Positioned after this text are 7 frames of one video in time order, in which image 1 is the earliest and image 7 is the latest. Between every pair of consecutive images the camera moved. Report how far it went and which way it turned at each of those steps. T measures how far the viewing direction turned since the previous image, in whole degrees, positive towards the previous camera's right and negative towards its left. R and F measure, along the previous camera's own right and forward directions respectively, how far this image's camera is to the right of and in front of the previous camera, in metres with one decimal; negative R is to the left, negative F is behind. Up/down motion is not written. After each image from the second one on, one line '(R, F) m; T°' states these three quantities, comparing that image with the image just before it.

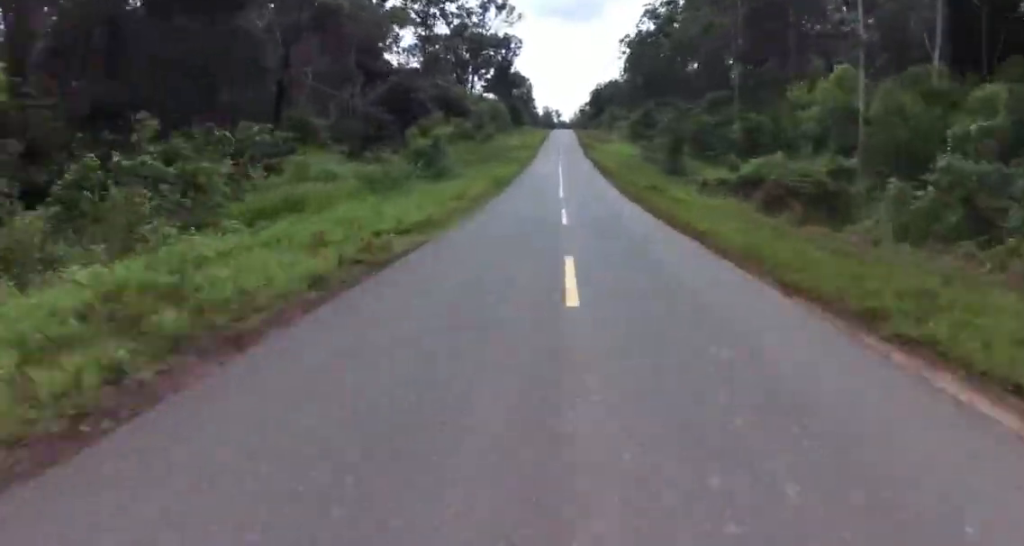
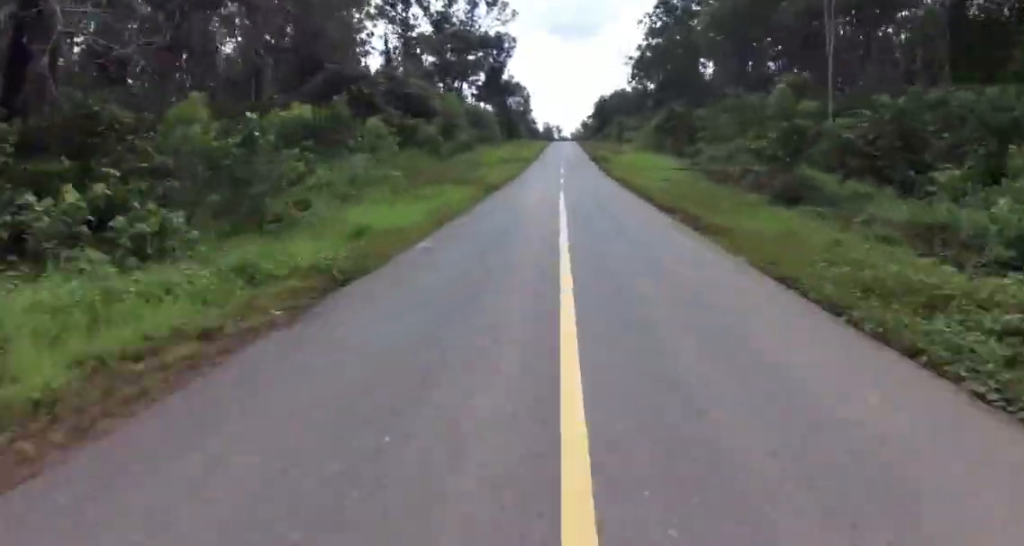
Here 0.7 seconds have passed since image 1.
(-1.4, +20.4) m; 0°
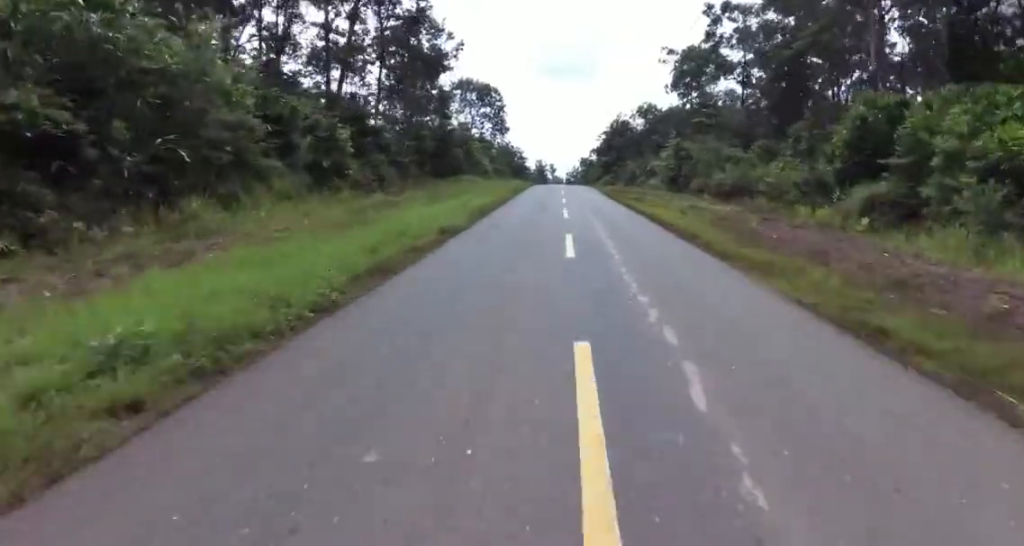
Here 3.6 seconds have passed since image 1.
(+5.6, +73.8) m; +4°
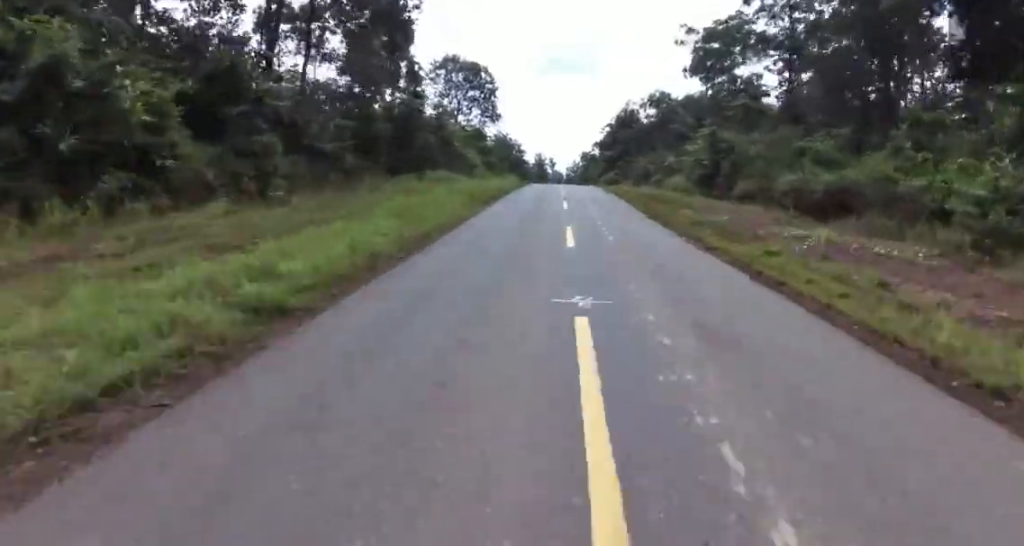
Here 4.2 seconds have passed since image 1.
(0.0, +14.6) m; 0°
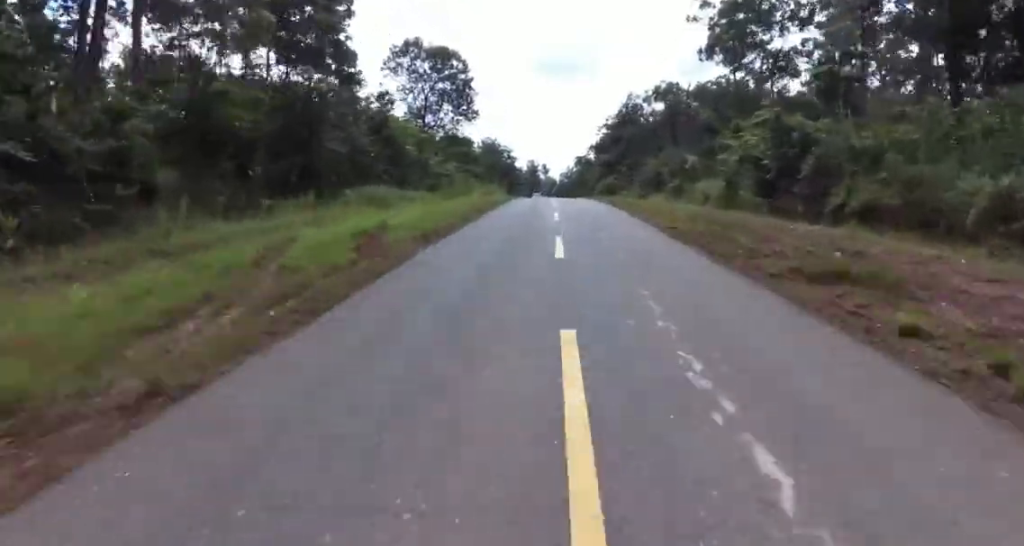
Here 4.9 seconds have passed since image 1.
(0.0, +17.6) m; +1°
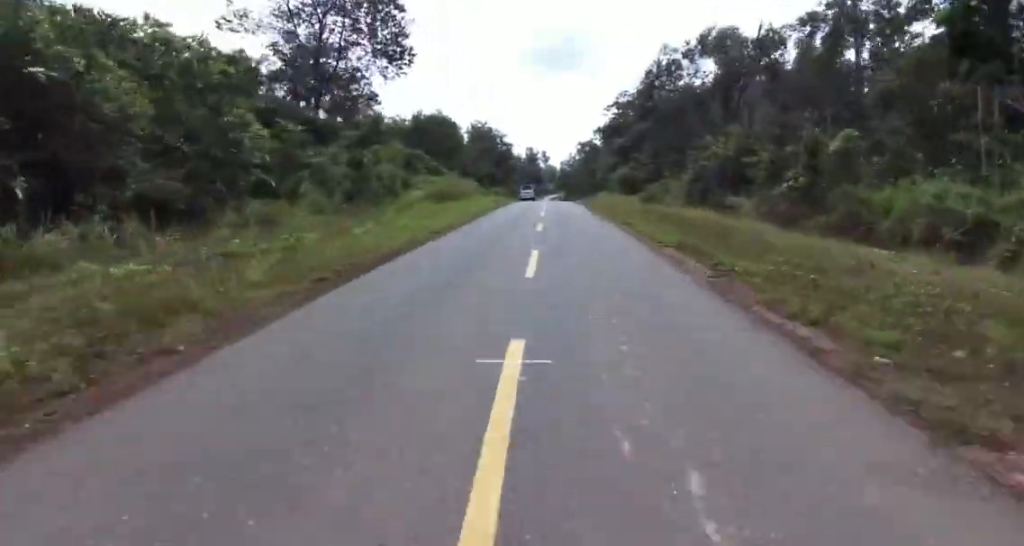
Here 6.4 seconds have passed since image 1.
(+0.2, +33.2) m; -1°
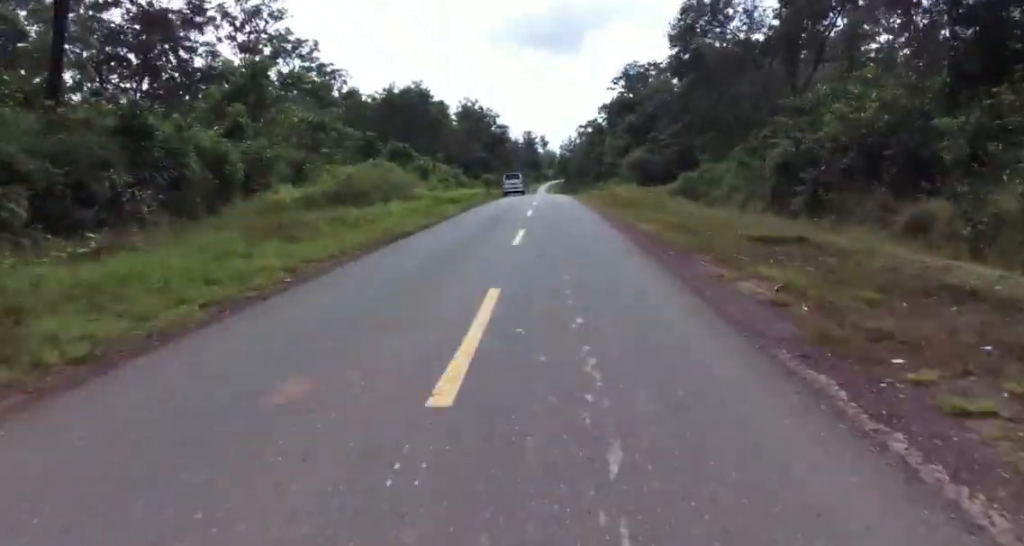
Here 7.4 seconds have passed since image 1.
(-0.3, +21.7) m; -2°
